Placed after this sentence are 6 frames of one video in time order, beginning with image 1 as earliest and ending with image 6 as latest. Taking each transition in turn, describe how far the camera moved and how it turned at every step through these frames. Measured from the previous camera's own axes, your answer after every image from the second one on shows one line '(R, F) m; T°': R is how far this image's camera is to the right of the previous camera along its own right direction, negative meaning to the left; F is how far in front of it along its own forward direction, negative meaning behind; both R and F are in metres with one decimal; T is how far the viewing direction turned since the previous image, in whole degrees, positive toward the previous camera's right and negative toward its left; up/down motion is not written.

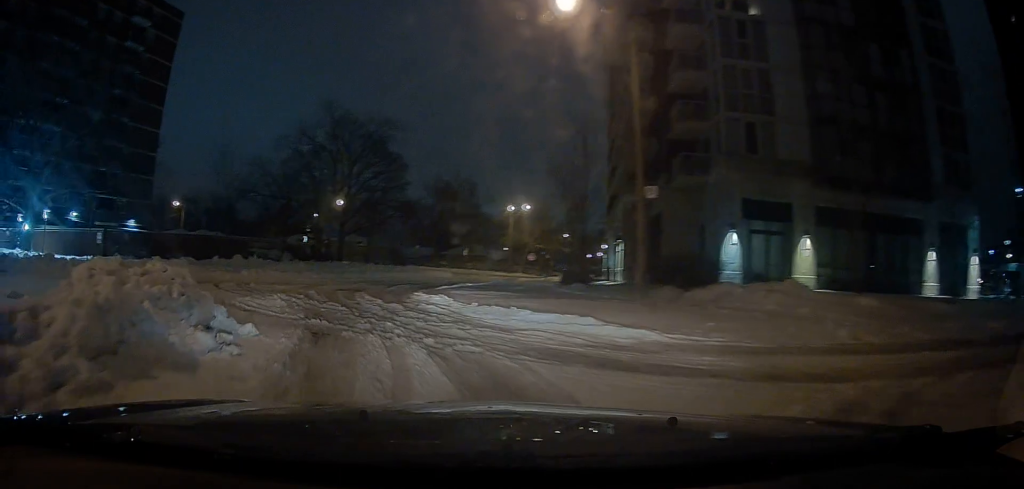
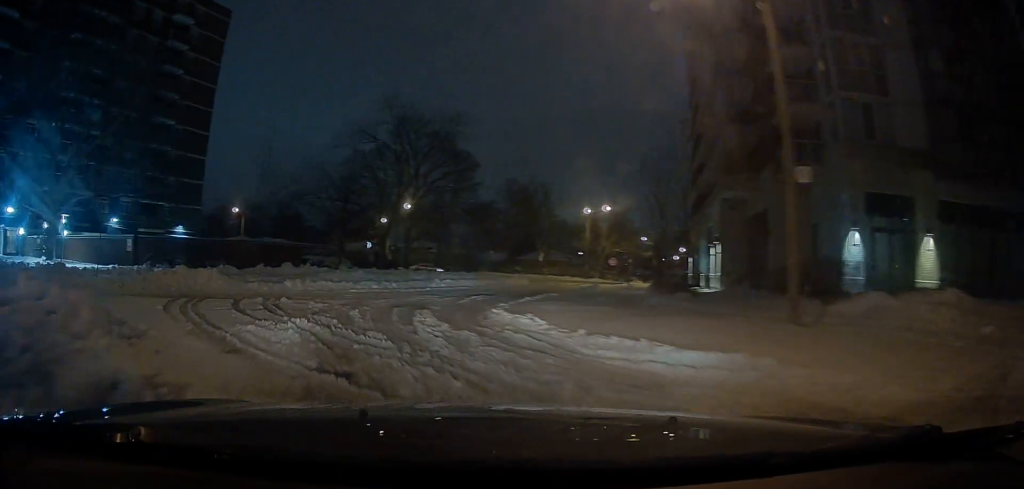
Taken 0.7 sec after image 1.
(0.0, +4.1) m; -4°
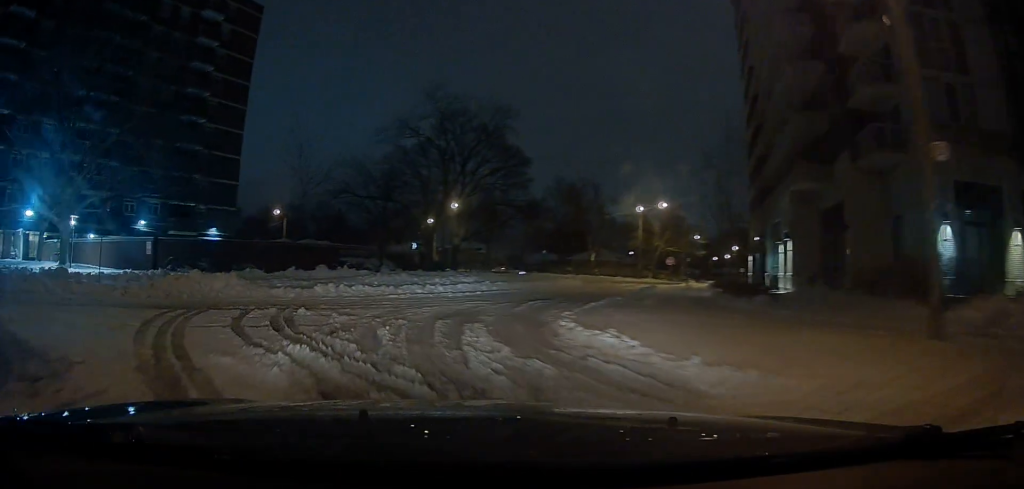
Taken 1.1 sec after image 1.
(-0.1, +2.9) m; -4°
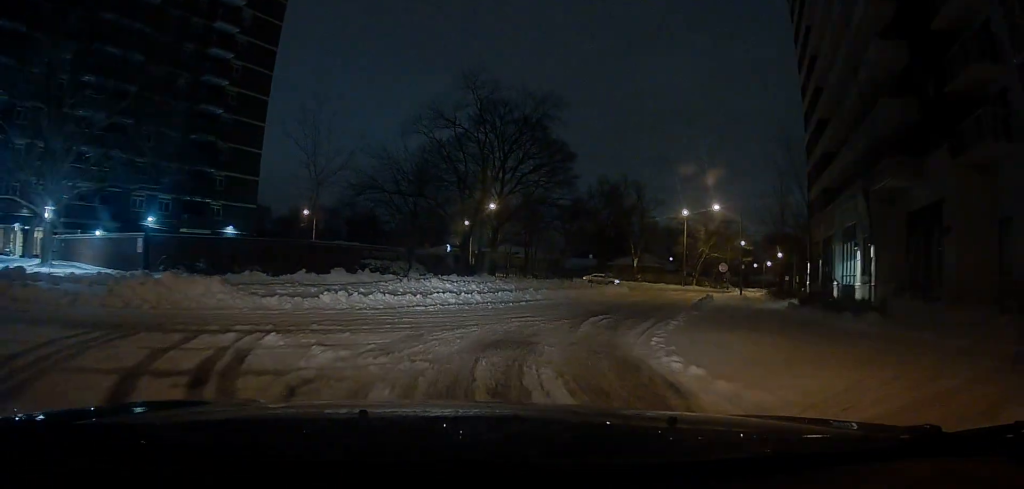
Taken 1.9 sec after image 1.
(-0.1, +4.6) m; -6°
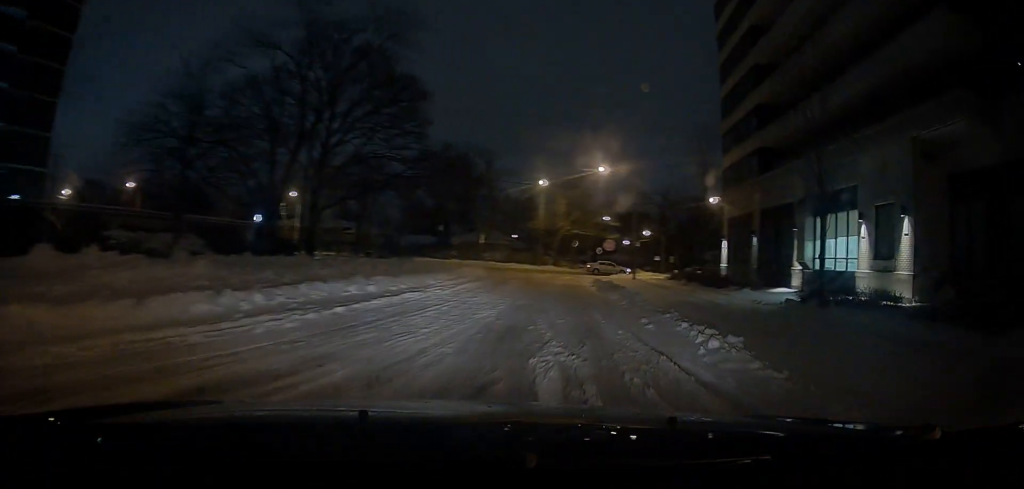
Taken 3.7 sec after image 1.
(+0.2, +12.2) m; -1°
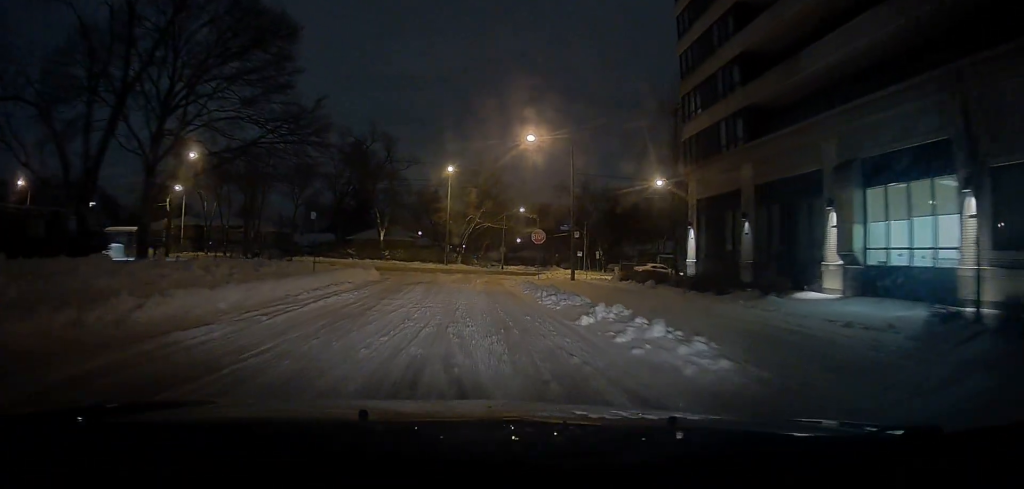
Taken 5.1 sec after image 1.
(-0.9, +8.8) m; +3°
